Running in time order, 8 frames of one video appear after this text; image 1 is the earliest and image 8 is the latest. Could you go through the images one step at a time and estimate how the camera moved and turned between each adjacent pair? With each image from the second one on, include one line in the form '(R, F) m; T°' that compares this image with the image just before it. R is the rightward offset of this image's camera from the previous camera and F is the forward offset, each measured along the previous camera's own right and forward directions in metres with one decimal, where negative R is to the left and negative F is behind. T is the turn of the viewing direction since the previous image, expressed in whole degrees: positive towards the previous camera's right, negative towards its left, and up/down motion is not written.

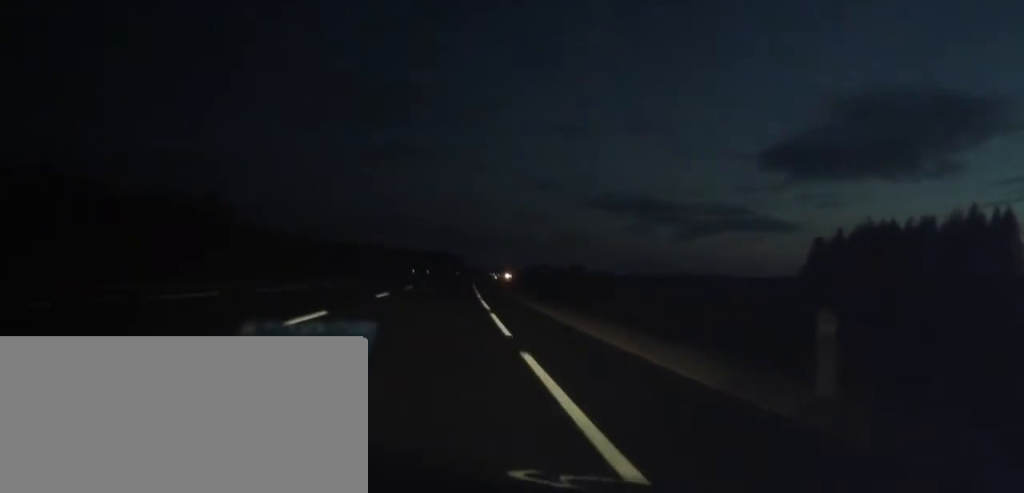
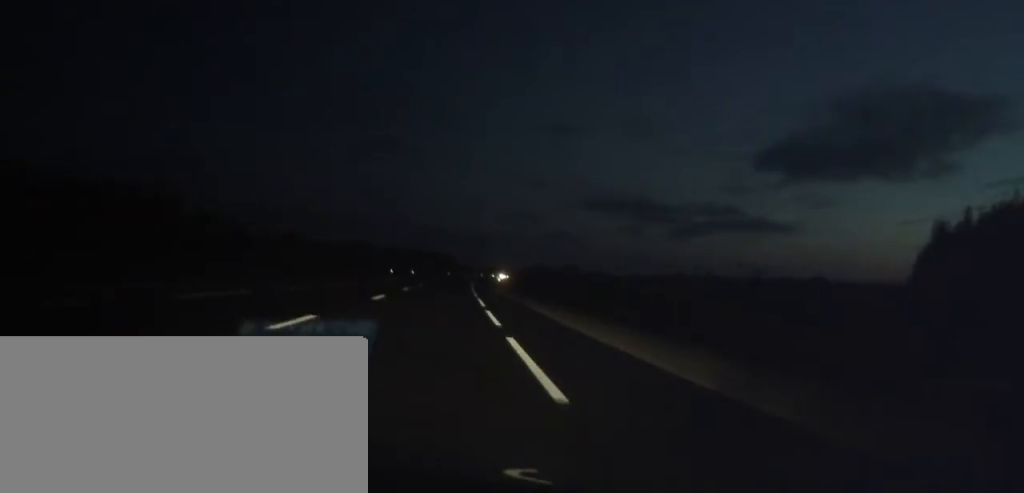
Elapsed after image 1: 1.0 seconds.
(+0.1, +24.8) m; +1°
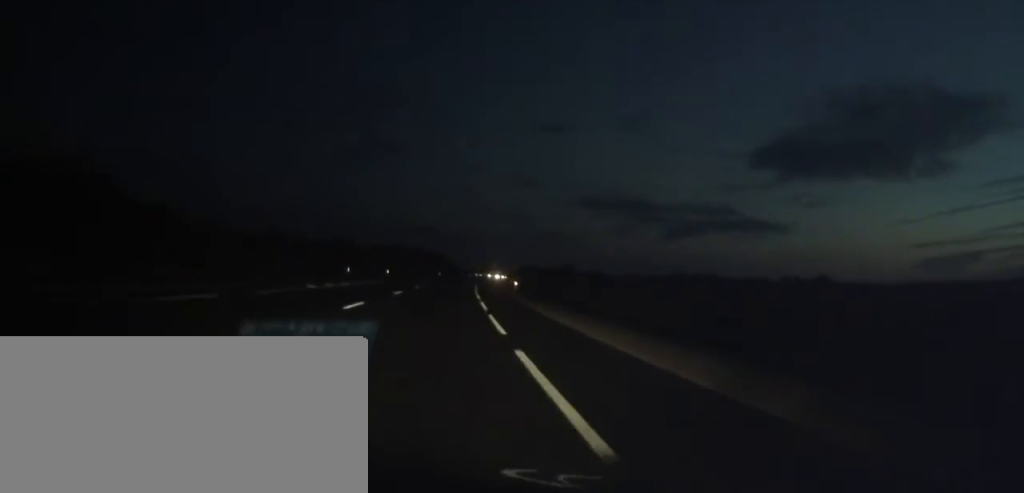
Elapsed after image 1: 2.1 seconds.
(+0.2, +29.1) m; +1°
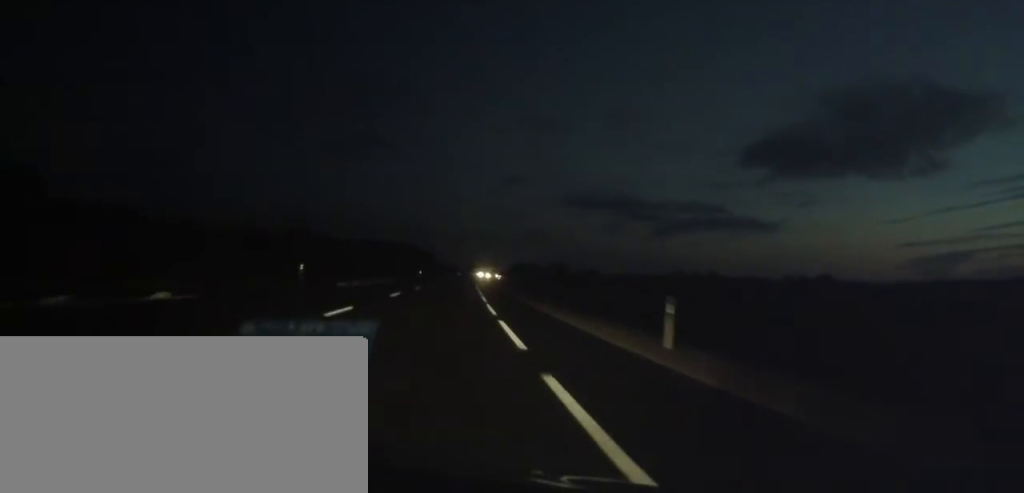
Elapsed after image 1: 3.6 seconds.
(+0.5, +38.9) m; +1°
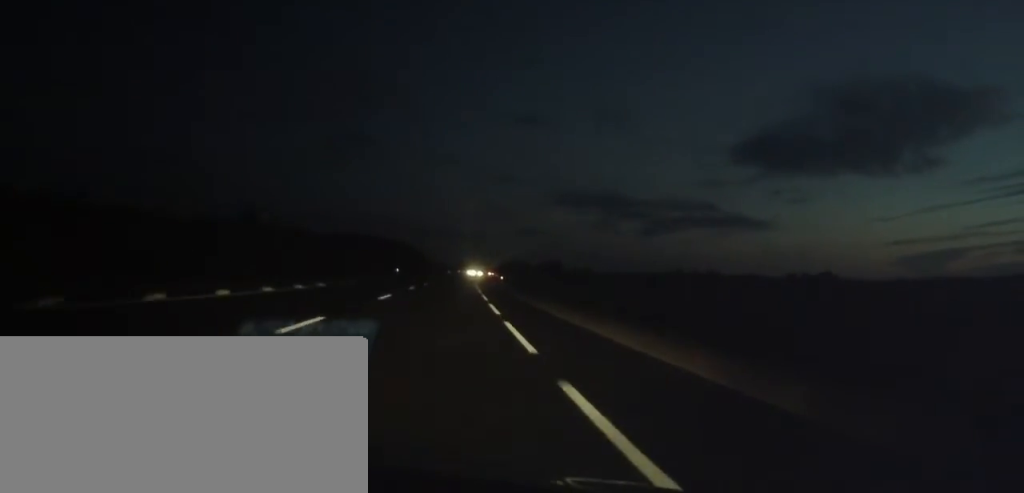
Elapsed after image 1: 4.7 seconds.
(+0.2, +27.8) m; +1°
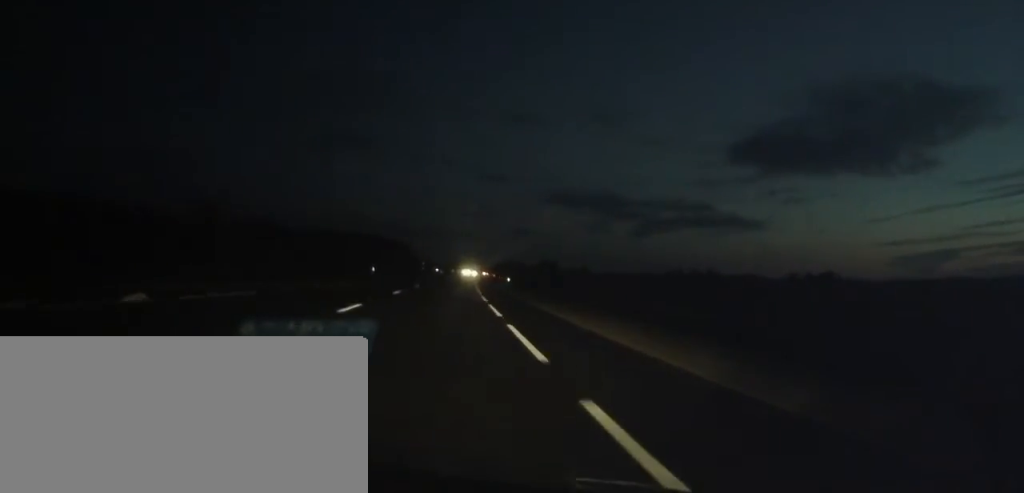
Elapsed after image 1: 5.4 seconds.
(+0.1, +19.2) m; +1°
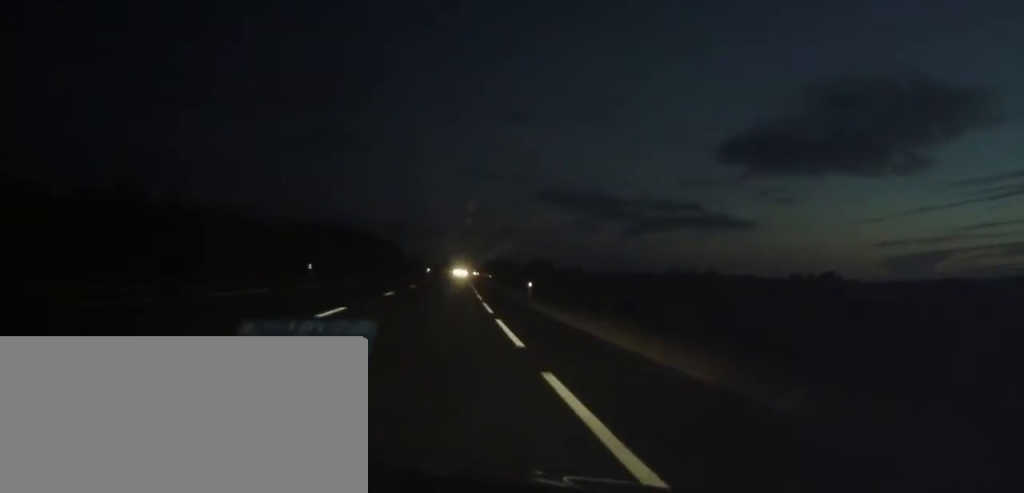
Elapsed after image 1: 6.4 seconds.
(+0.2, +25.5) m; +1°
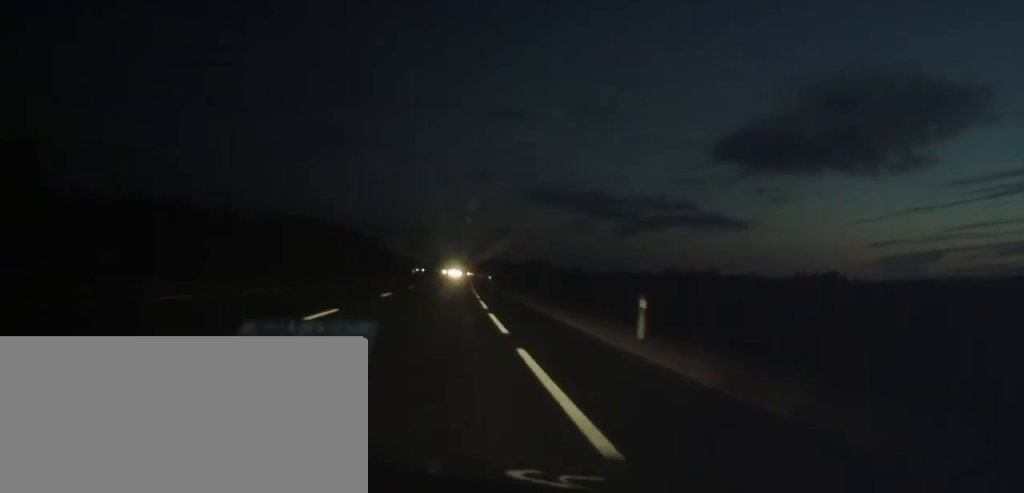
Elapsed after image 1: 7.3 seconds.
(+0.2, +24.7) m; 0°
